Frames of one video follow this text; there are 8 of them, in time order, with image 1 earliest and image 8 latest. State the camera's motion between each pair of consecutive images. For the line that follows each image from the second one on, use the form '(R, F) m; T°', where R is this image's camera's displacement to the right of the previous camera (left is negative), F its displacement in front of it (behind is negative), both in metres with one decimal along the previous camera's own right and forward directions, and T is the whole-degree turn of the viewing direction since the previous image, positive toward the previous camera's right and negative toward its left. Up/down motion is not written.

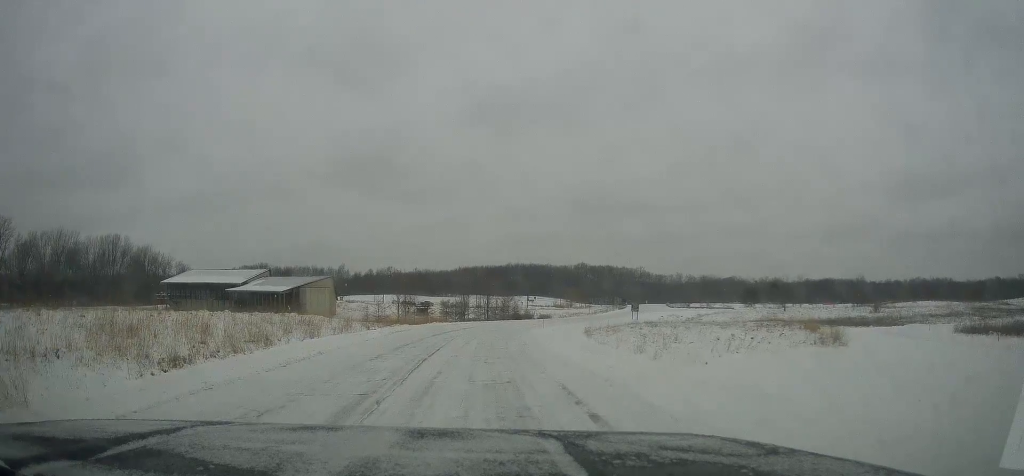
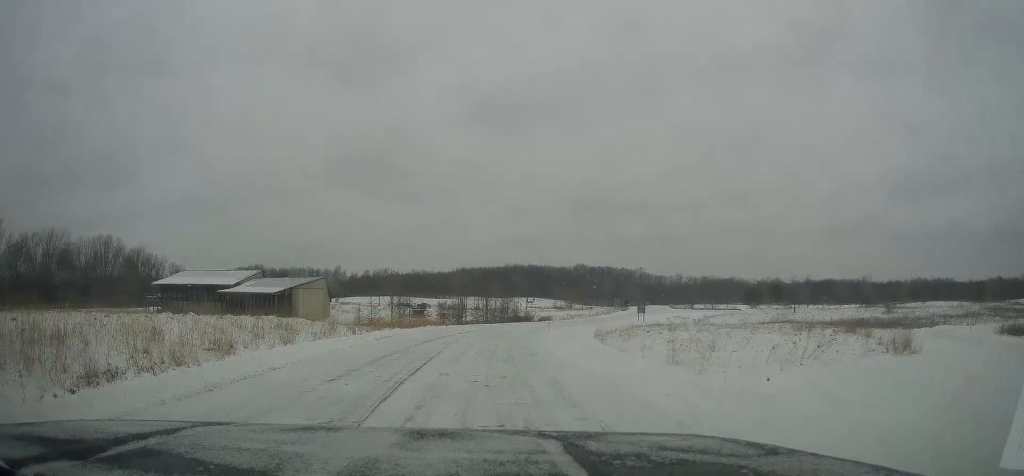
(-0.3, +4.5) m; +4°
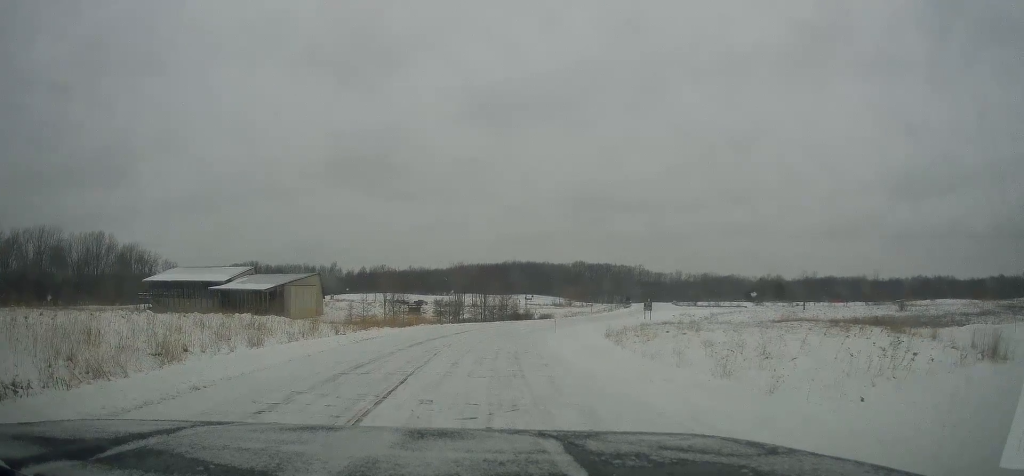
(+0.5, +4.4) m; +3°
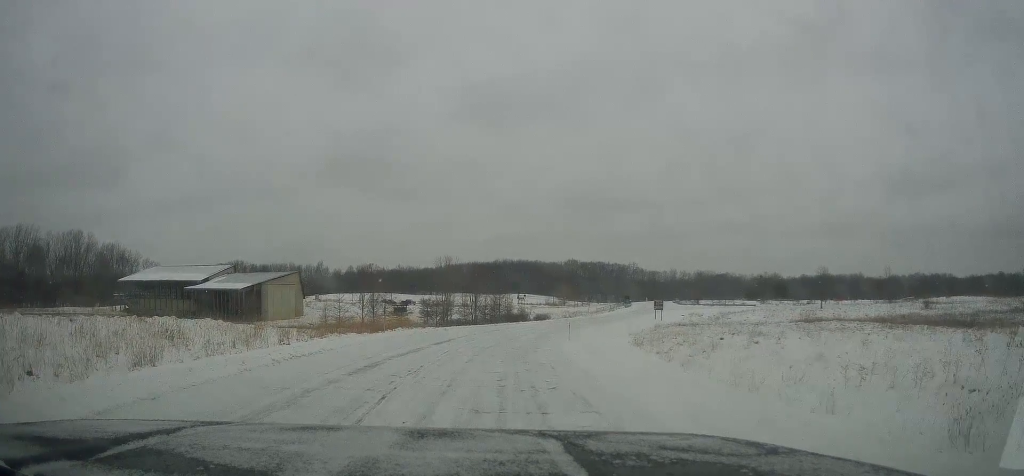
(-0.2, +9.0) m; -7°
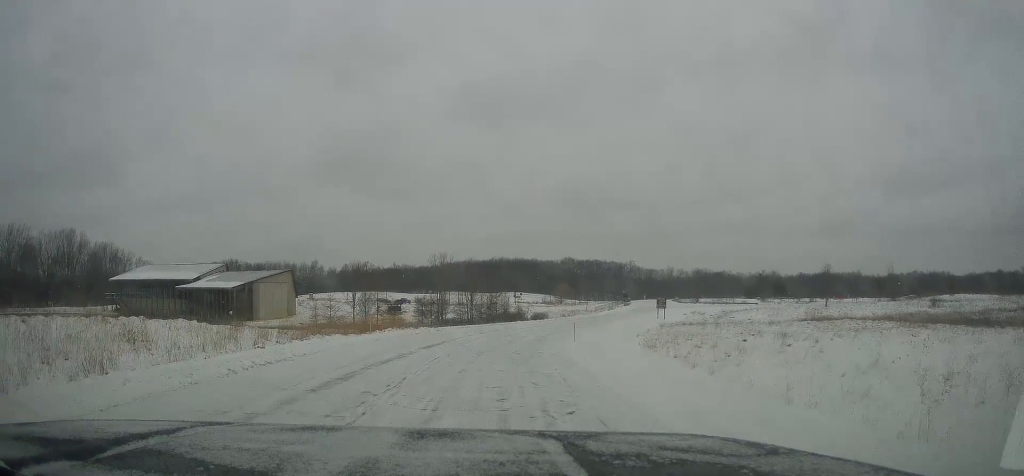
(-0.2, +2.7) m; +1°
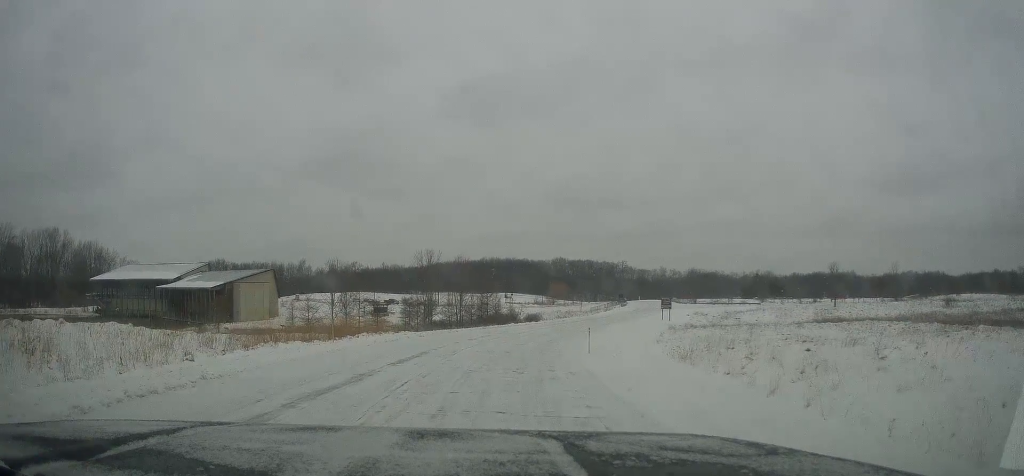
(0.0, +5.5) m; +1°
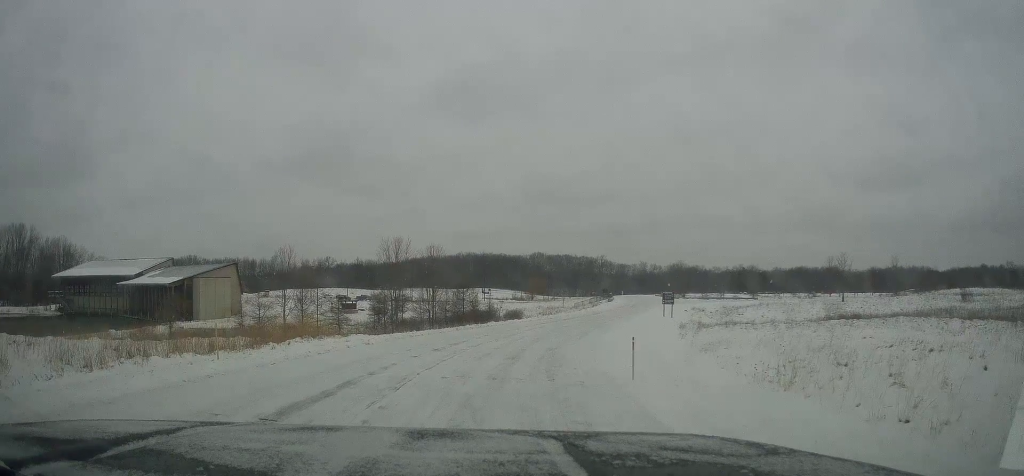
(+0.1, +8.6) m; 0°
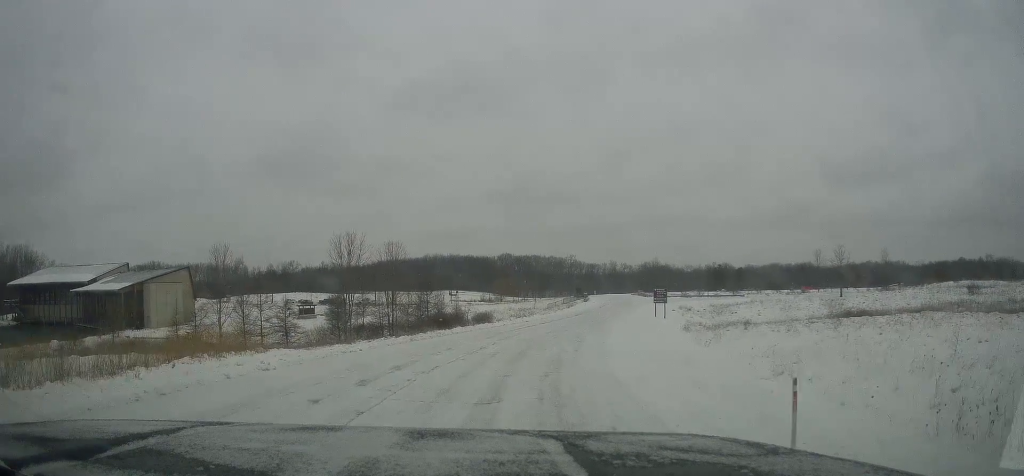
(0.0, +7.5) m; +5°
